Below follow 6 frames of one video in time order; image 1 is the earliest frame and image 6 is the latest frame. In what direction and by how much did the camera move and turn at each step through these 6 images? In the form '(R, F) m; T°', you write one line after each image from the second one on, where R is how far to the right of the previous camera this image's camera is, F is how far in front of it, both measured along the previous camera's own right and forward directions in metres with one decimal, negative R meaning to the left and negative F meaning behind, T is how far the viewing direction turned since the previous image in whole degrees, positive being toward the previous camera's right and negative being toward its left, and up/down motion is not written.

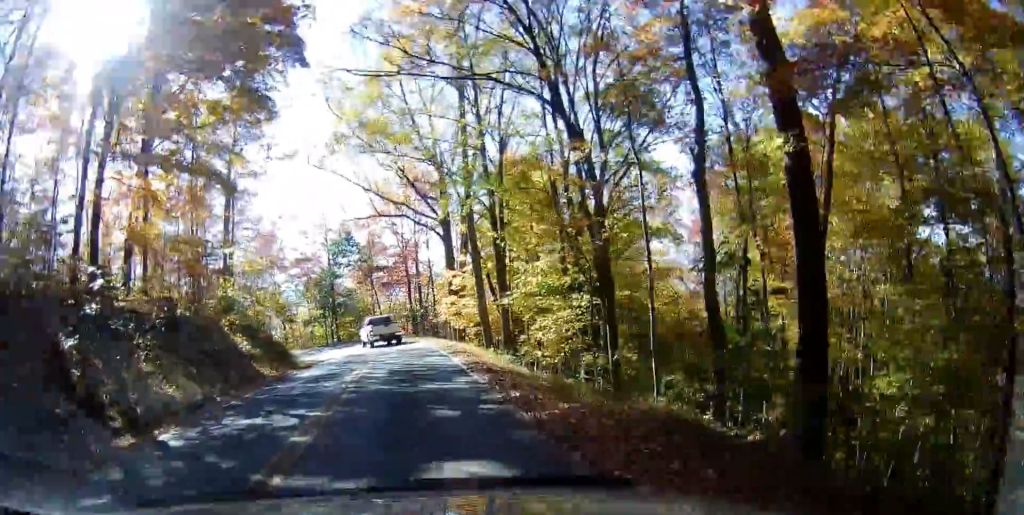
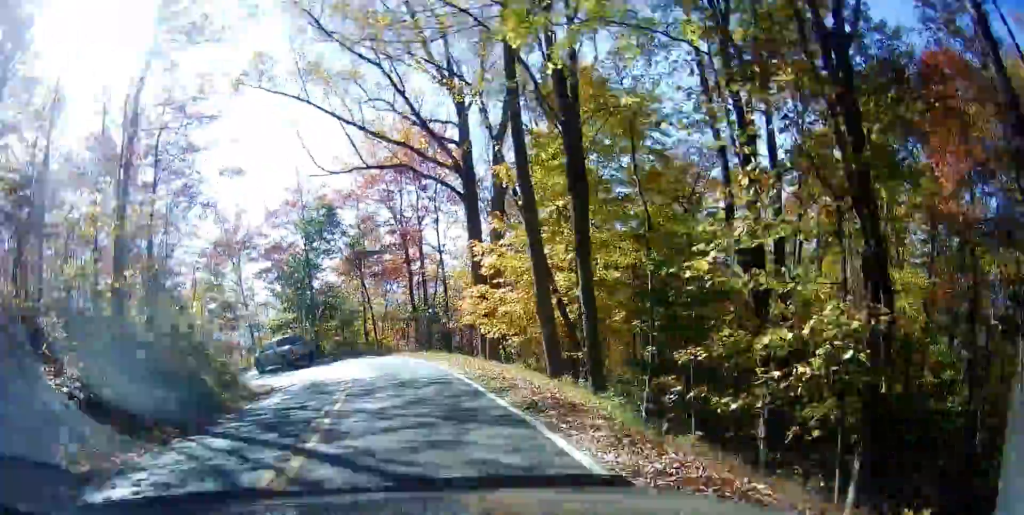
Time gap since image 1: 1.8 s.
(-0.5, +15.7) m; -12°
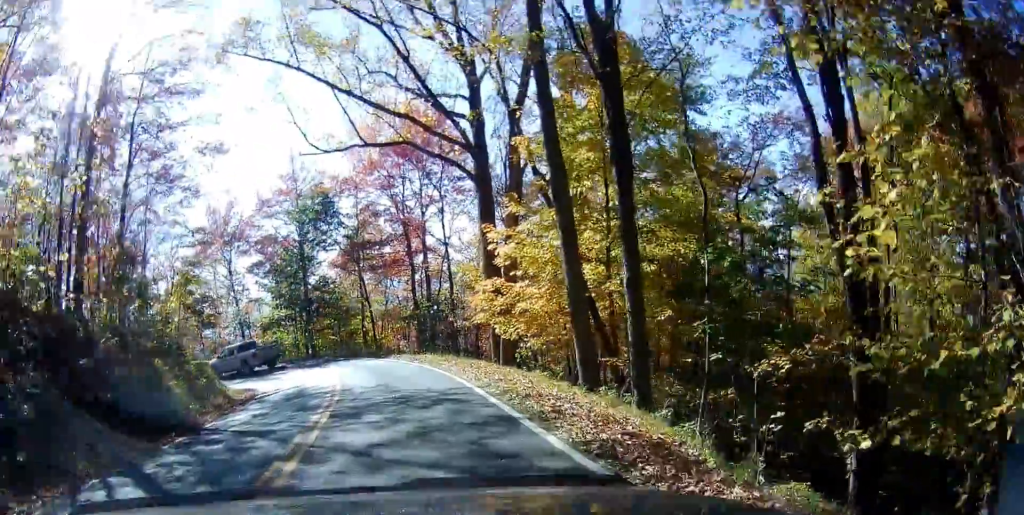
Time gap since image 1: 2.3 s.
(-0.6, +3.6) m; -1°
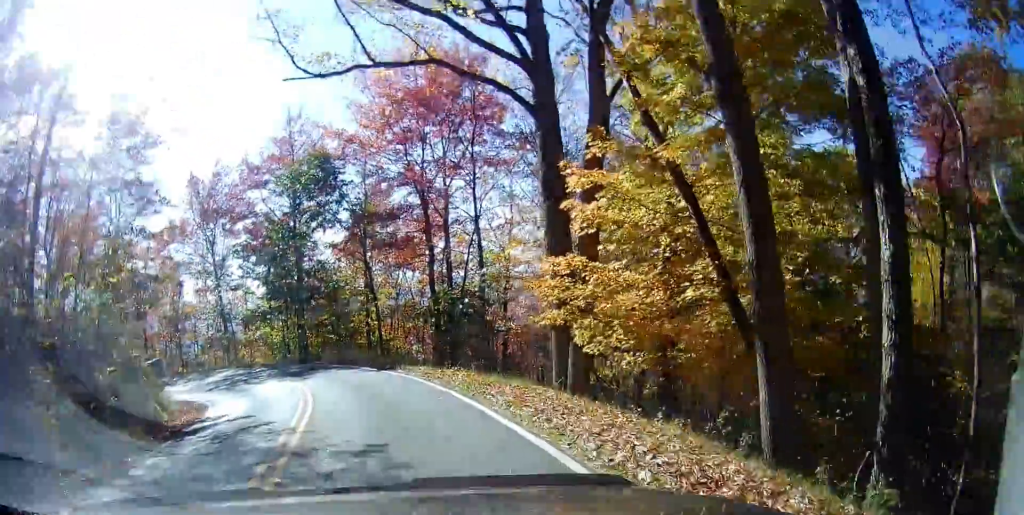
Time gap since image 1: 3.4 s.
(+0.1, +8.3) m; +1°
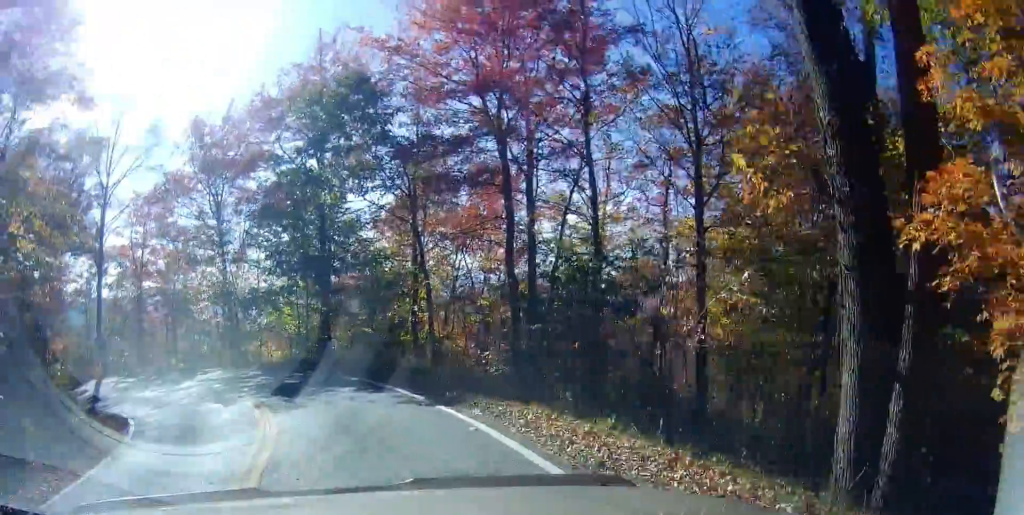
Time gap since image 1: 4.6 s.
(0.0, +9.7) m; -2°
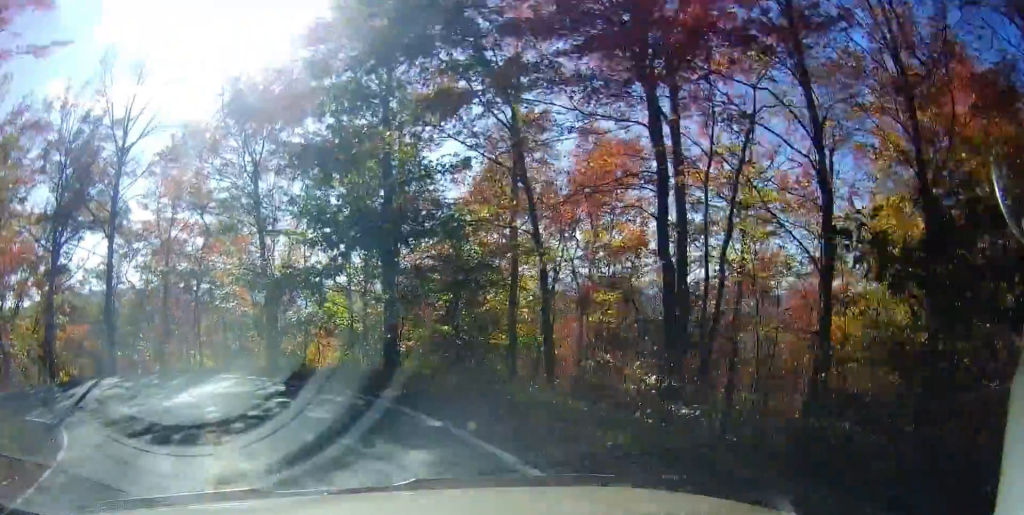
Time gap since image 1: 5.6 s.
(-0.1, +7.1) m; -1°
